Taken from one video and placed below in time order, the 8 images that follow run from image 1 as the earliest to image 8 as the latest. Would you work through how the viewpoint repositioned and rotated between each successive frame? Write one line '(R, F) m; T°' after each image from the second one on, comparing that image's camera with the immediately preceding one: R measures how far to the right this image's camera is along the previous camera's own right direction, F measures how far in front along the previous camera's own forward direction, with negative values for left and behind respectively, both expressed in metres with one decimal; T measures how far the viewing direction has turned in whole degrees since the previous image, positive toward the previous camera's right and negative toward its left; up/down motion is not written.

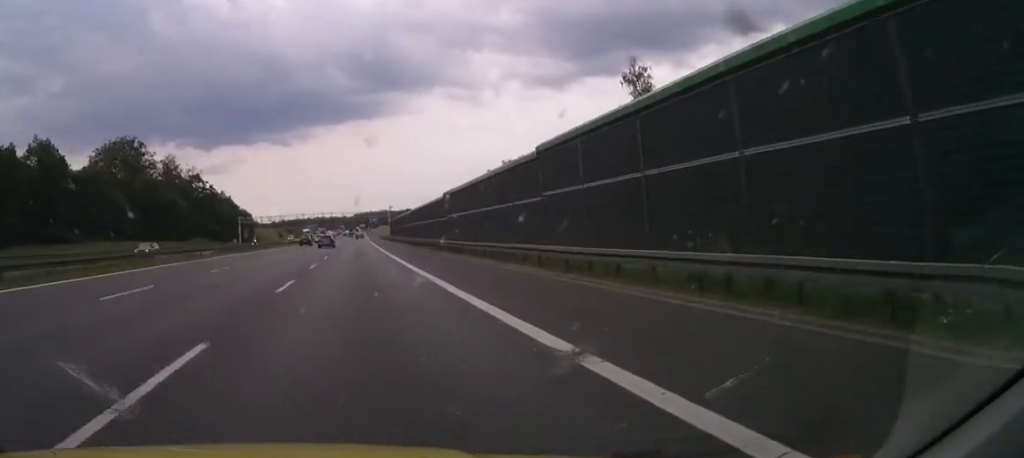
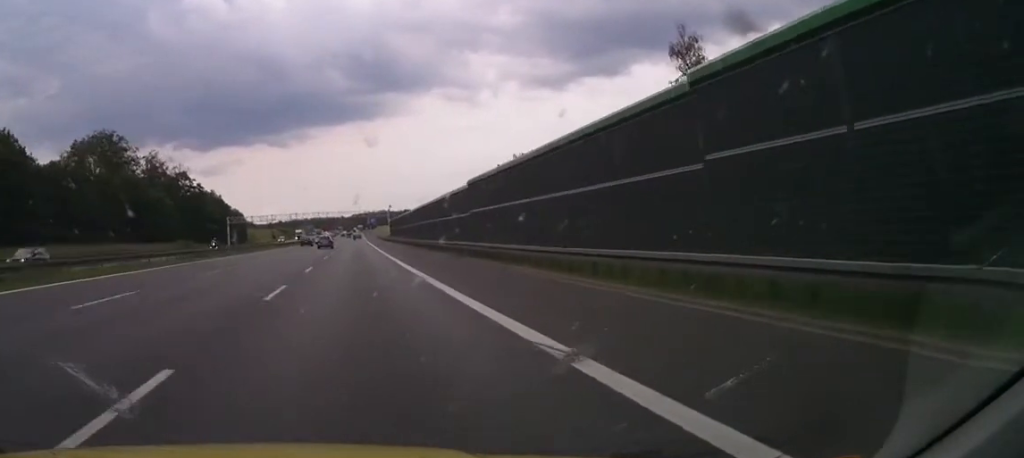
(0.0, +13.5) m; 0°
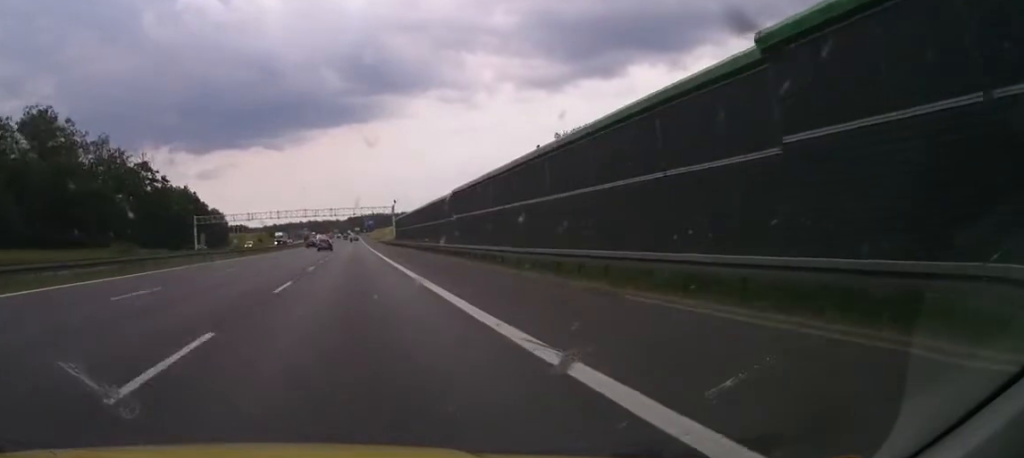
(0.0, +33.5) m; 0°
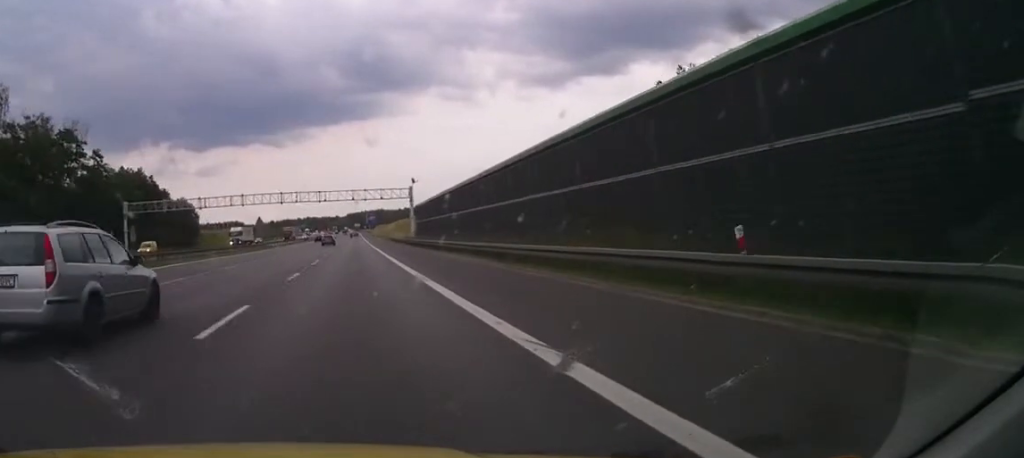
(+0.6, +44.7) m; +2°
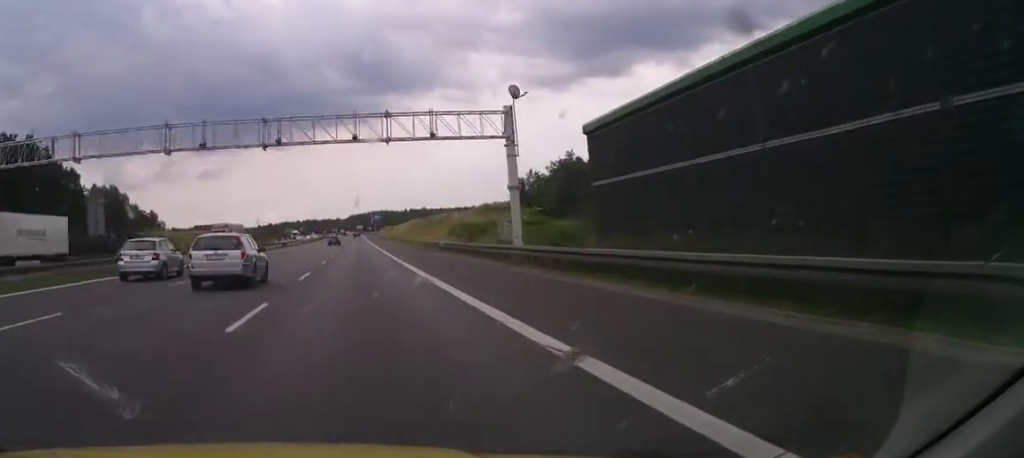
(+0.2, +59.4) m; 0°
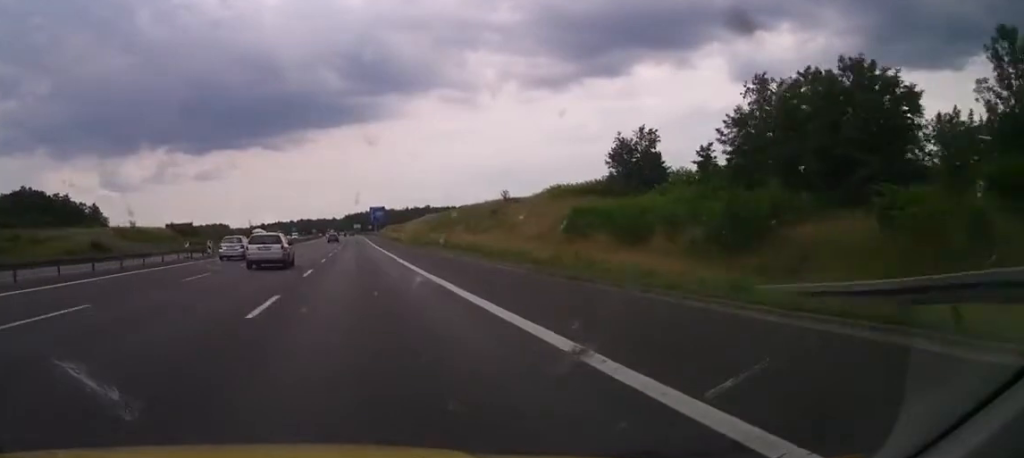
(-0.4, +58.1) m; 0°
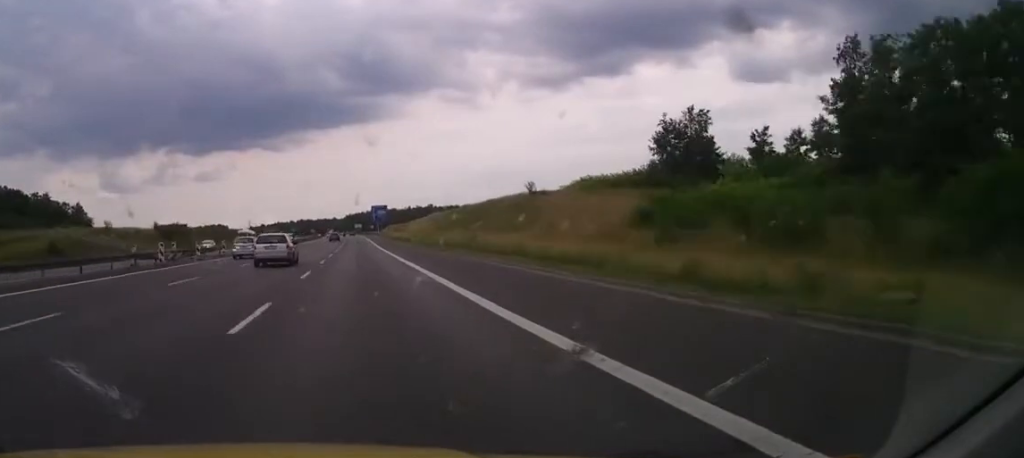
(-0.1, +13.5) m; 0°
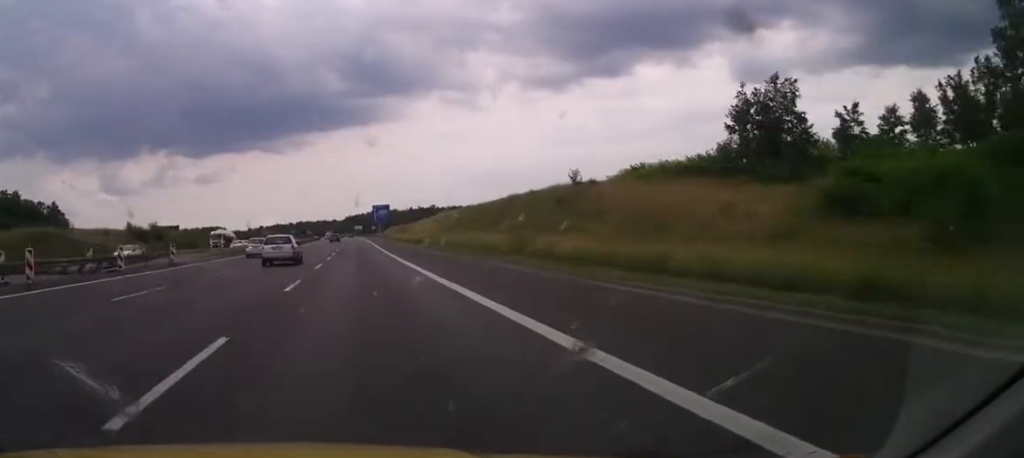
(0.0, +16.7) m; 0°
